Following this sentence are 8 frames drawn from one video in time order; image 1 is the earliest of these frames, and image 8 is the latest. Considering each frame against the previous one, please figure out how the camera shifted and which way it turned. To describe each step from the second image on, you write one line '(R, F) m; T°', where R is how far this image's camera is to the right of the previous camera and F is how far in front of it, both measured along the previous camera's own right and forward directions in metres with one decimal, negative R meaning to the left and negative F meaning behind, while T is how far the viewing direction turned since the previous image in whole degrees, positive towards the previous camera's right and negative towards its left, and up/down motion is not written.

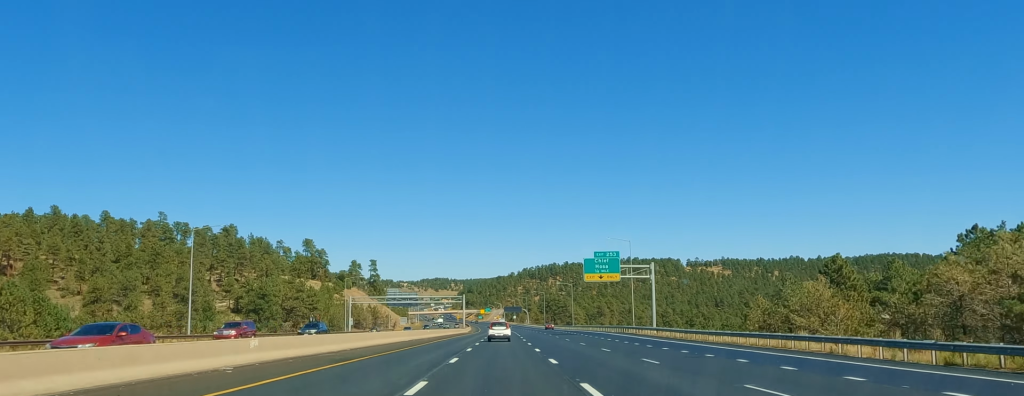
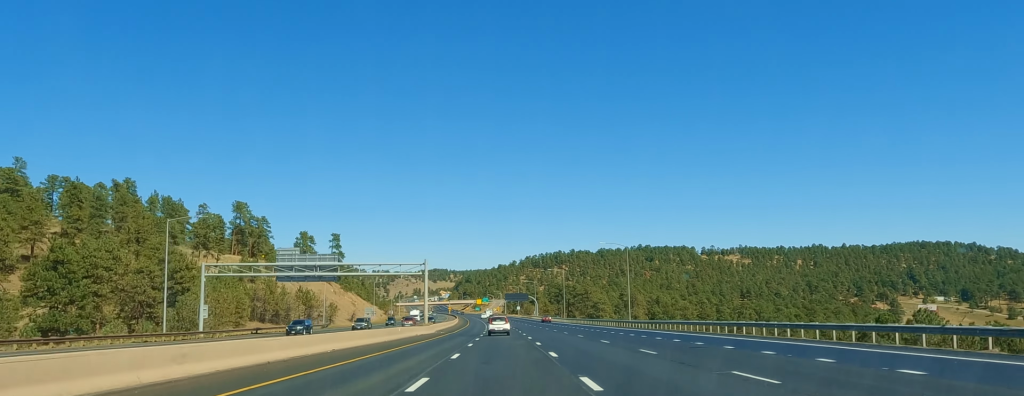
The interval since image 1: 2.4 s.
(+0.7, +85.1) m; -1°
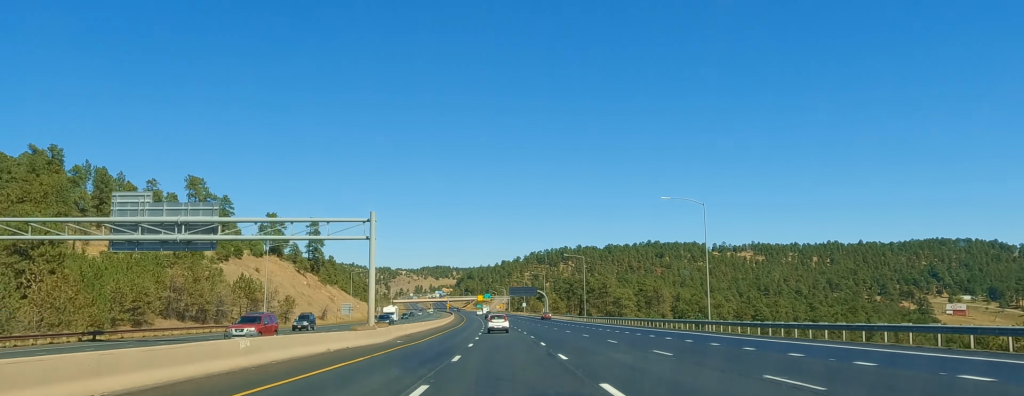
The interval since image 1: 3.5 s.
(-0.6, +38.6) m; -1°
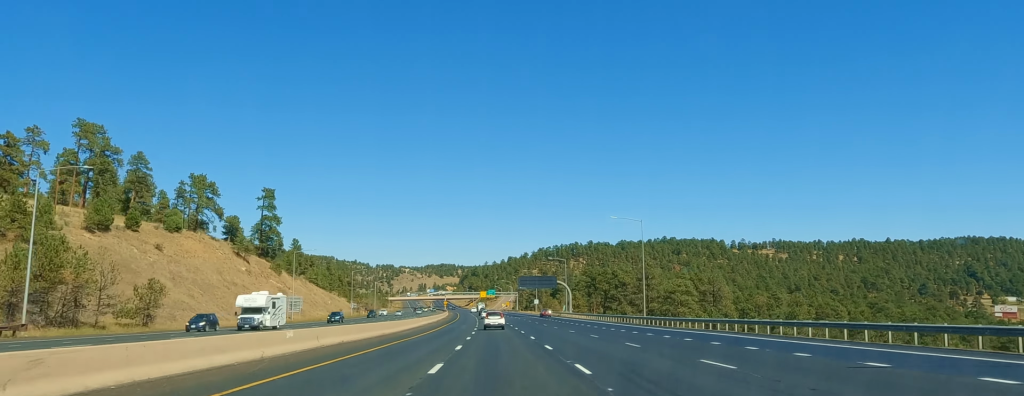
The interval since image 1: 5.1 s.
(0.0, +55.3) m; -1°
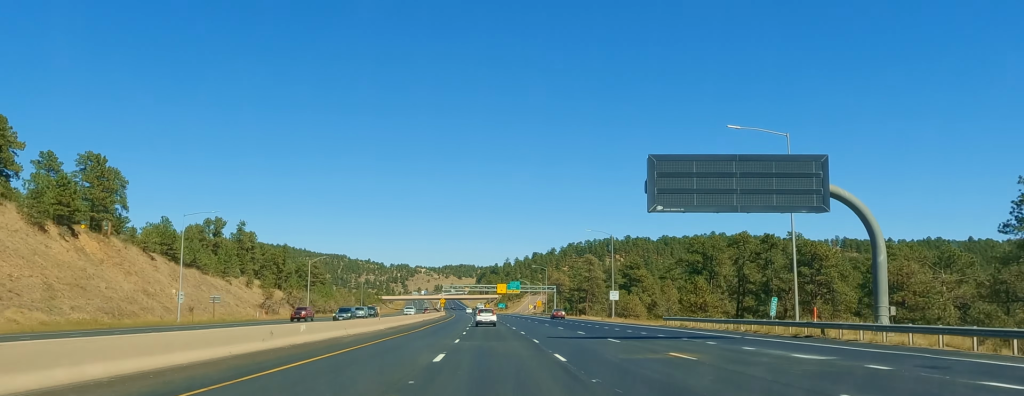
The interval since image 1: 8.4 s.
(-1.8, +118.7) m; -1°
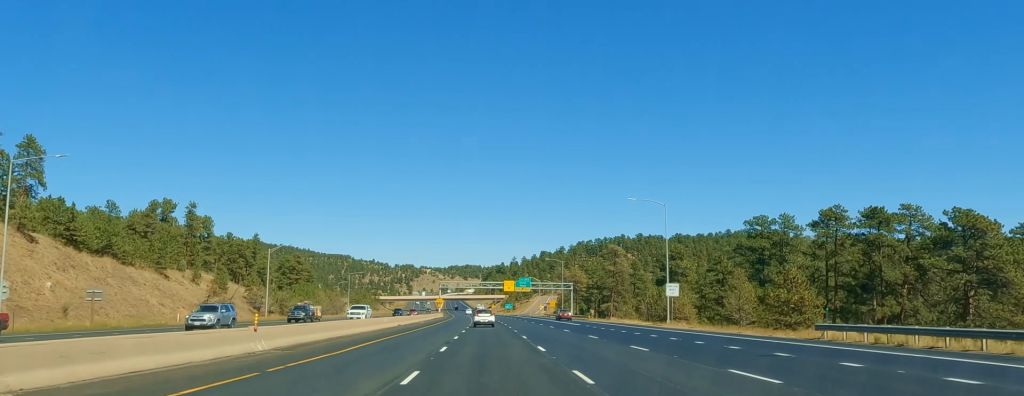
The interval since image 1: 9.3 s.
(+0.2, +31.0) m; 0°
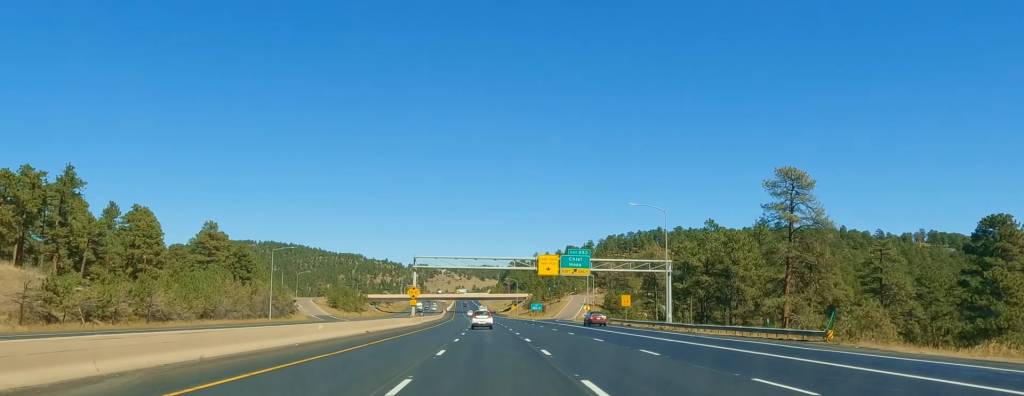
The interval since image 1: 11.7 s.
(-1.1, +87.0) m; -2°
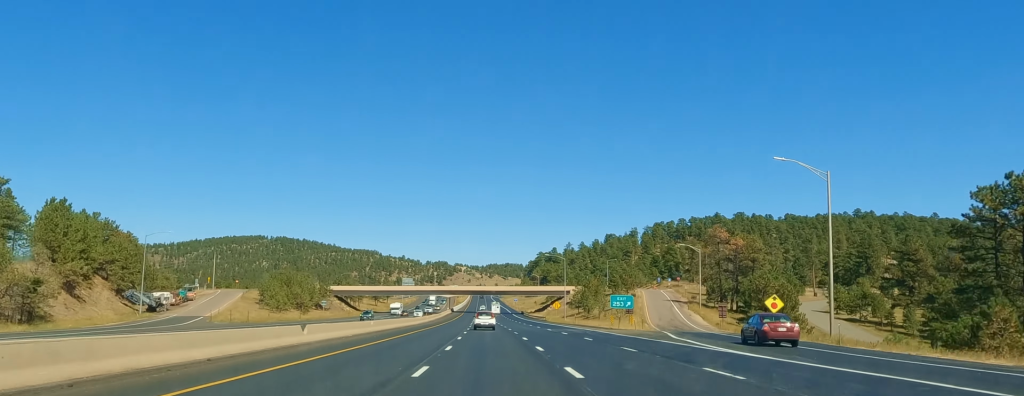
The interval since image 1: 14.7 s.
(-2.3, +105.8) m; -2°
